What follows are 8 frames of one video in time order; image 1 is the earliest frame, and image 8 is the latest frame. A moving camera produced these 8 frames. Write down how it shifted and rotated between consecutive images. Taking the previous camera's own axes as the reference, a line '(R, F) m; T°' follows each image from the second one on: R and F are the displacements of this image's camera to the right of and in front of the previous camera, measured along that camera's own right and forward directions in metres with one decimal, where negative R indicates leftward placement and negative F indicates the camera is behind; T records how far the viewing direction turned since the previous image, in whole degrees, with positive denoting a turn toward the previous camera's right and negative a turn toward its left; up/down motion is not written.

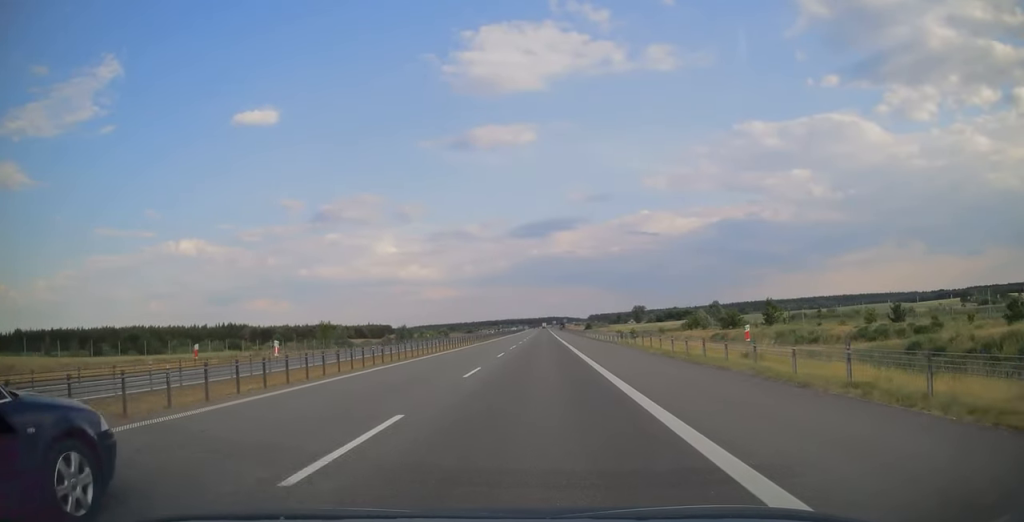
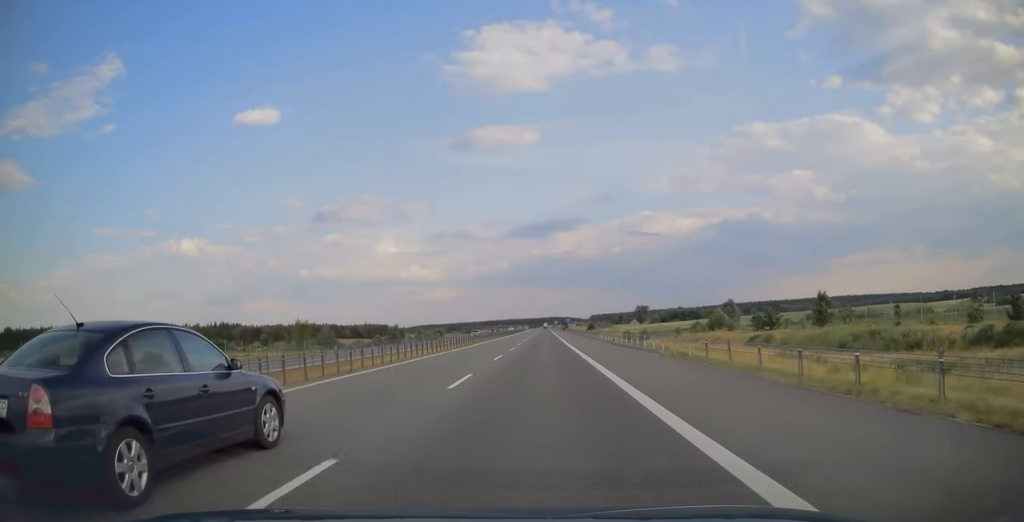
(0.0, +15.3) m; 0°
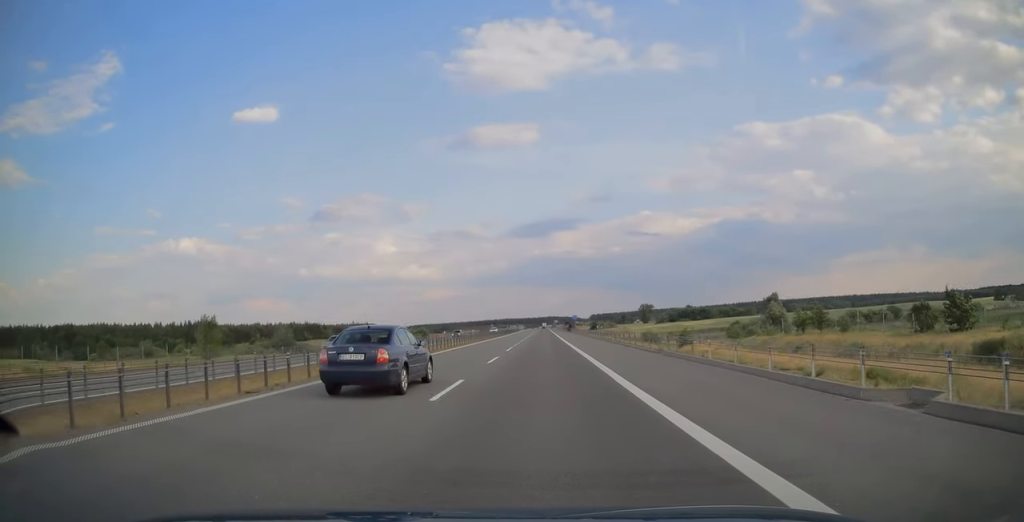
(0.0, +38.7) m; 0°
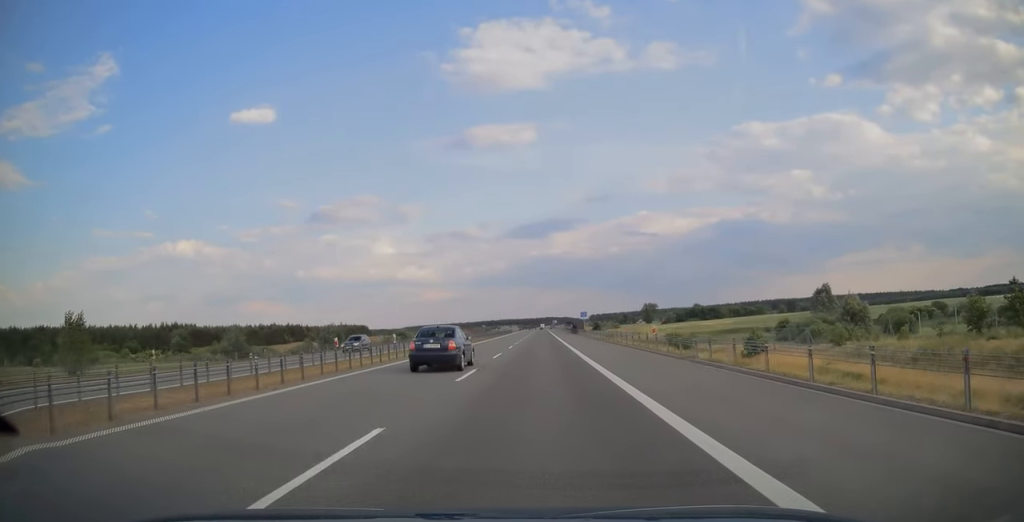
(0.0, +31.6) m; 0°
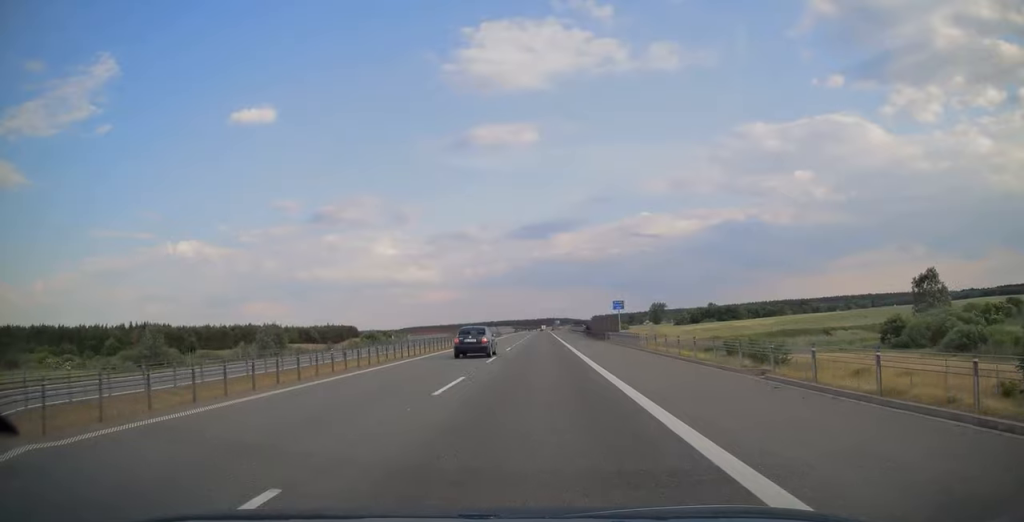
(0.0, +39.2) m; 0°
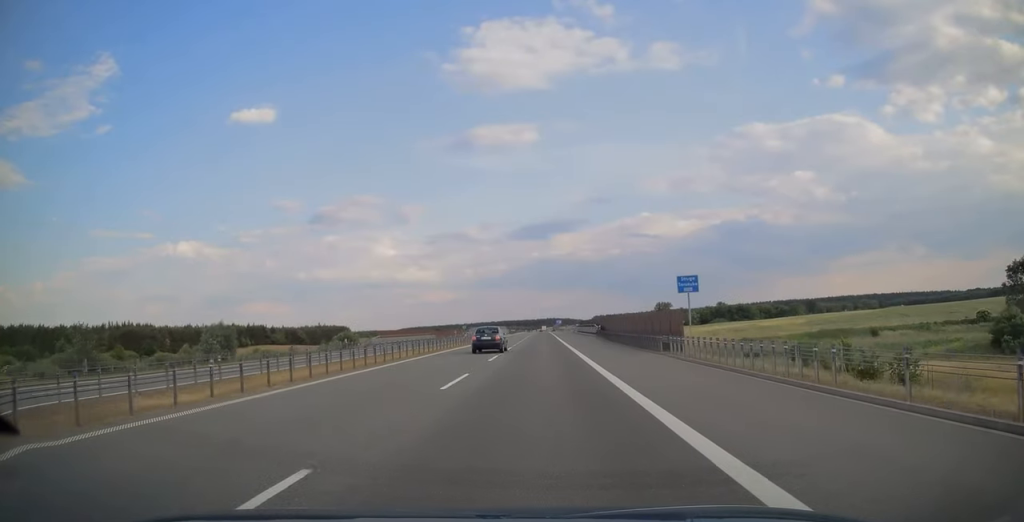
(0.0, +22.9) m; 0°
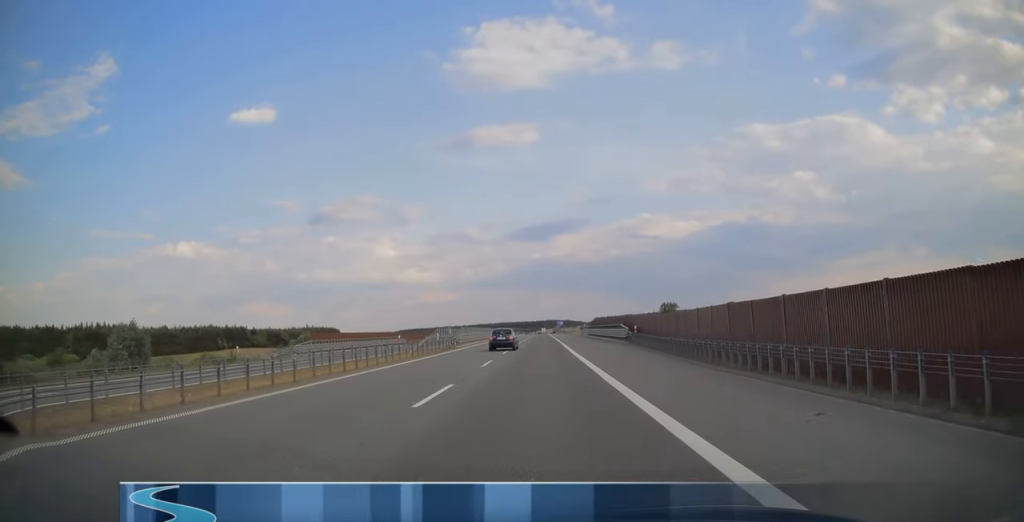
(0.0, +26.7) m; 0°
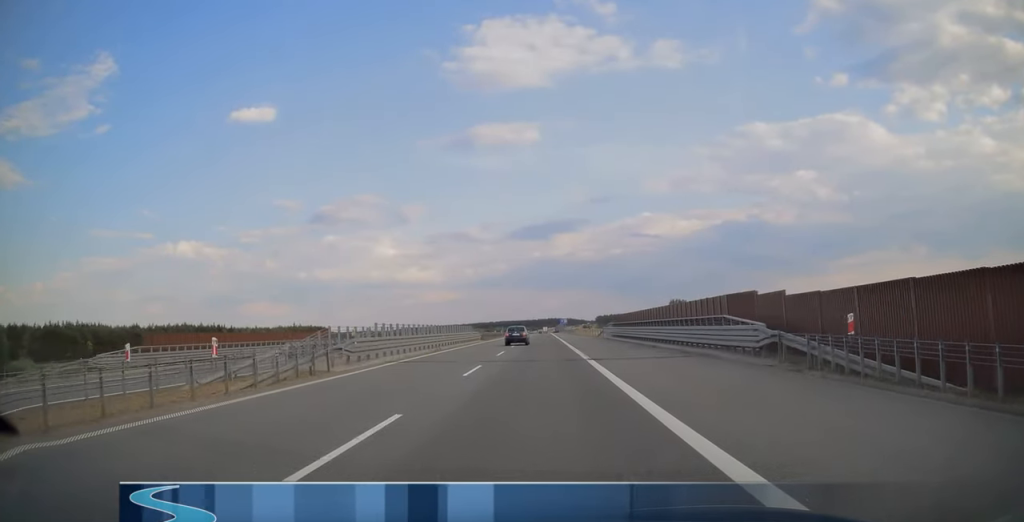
(0.0, +29.4) m; 0°
